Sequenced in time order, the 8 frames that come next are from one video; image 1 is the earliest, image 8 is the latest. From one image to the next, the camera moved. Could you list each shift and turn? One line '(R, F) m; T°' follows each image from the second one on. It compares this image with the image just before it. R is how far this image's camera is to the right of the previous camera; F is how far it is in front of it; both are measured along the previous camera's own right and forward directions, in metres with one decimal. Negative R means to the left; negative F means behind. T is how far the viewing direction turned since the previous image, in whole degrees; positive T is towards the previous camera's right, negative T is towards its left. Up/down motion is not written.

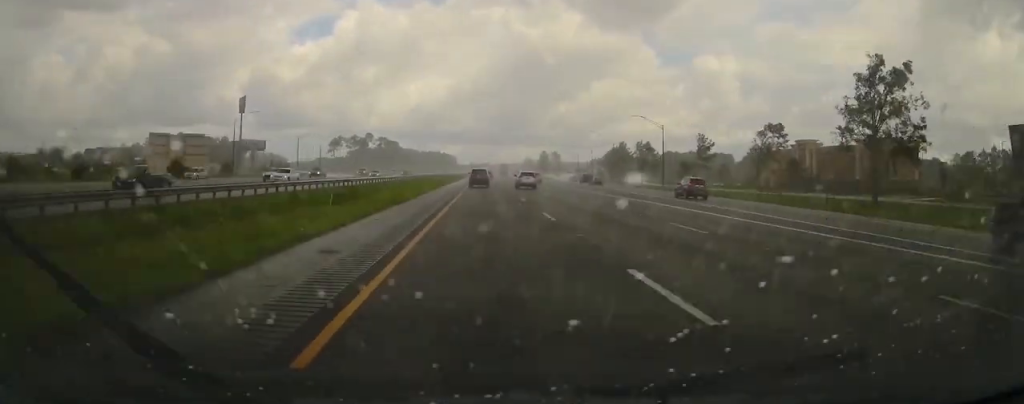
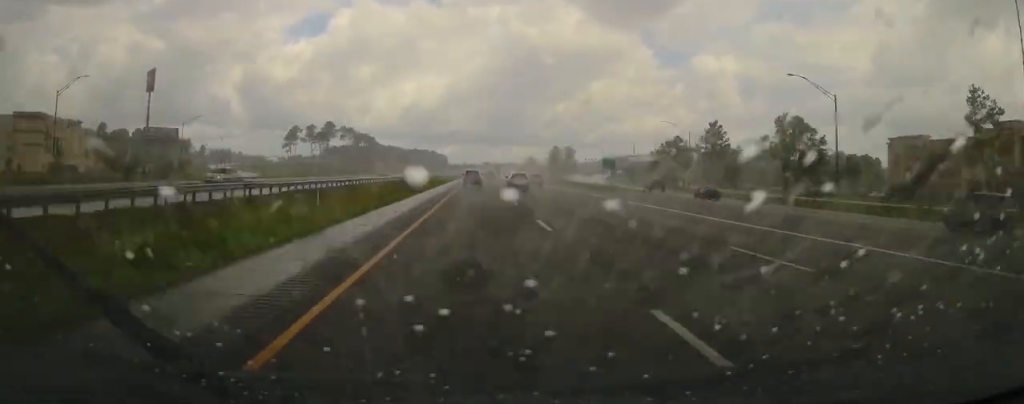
(-0.1, +93.9) m; 0°
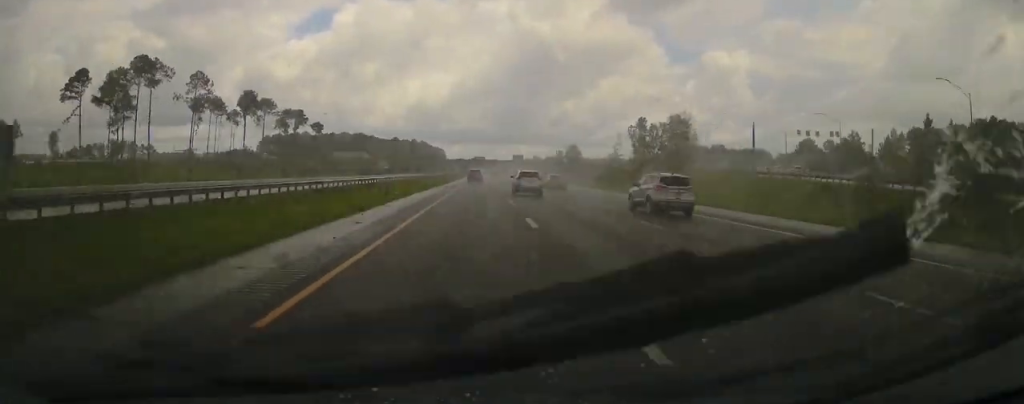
(-2.4, +186.2) m; -1°
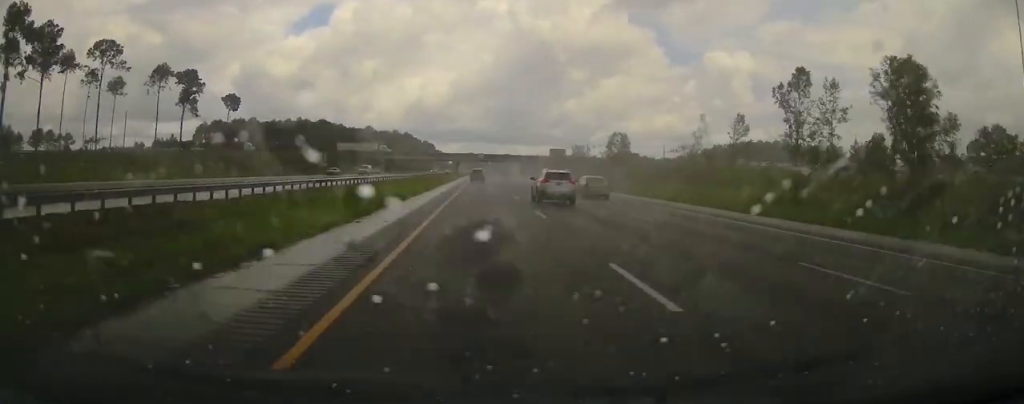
(+0.6, +96.7) m; +1°
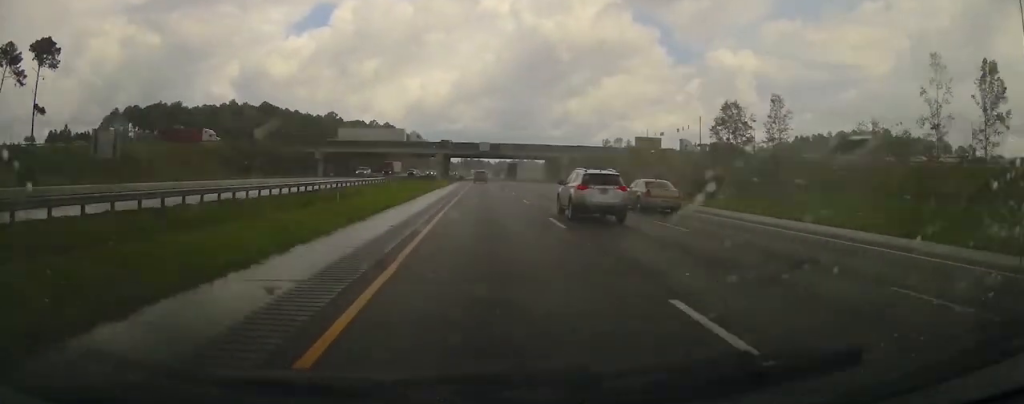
(+1.2, +89.5) m; +1°
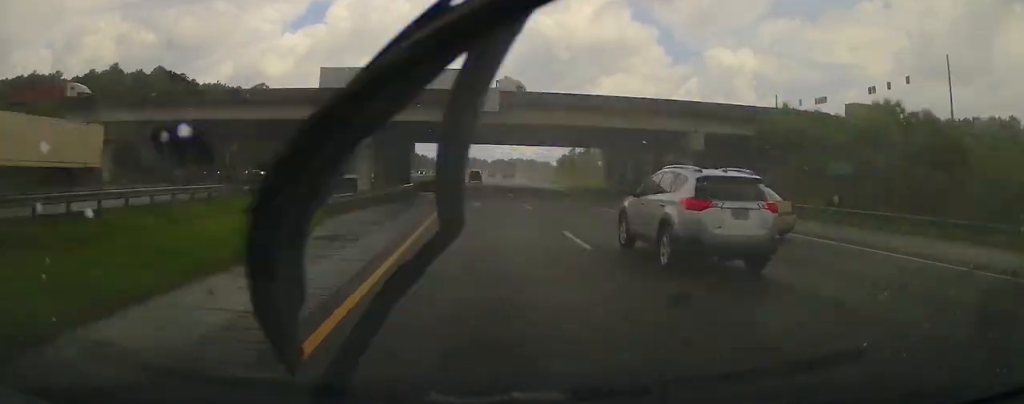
(-0.4, +78.1) m; 0°
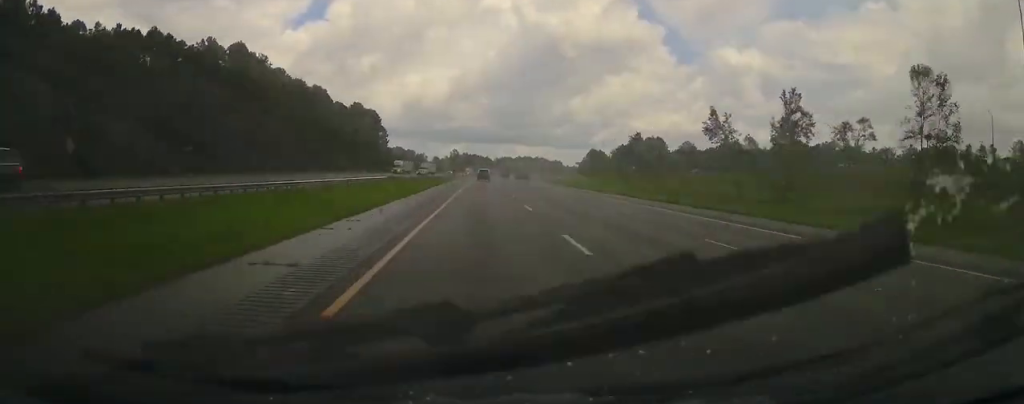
(+0.2, +109.4) m; +1°
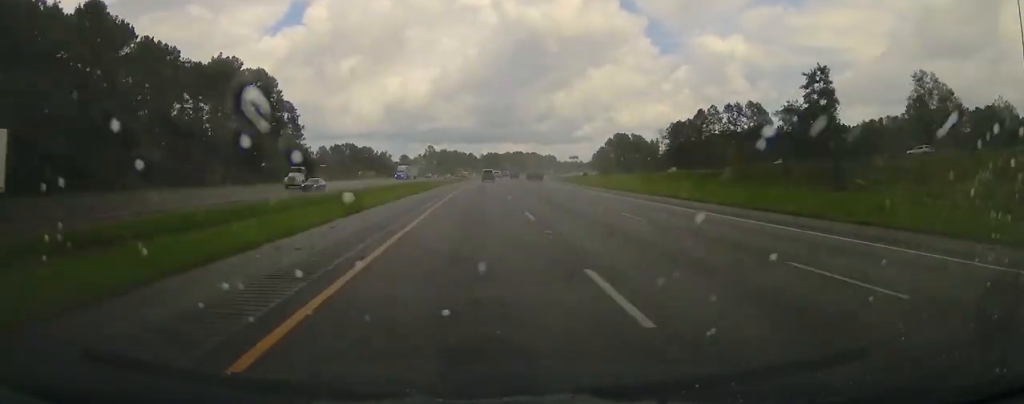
(+1.1, +101.4) m; +2°
